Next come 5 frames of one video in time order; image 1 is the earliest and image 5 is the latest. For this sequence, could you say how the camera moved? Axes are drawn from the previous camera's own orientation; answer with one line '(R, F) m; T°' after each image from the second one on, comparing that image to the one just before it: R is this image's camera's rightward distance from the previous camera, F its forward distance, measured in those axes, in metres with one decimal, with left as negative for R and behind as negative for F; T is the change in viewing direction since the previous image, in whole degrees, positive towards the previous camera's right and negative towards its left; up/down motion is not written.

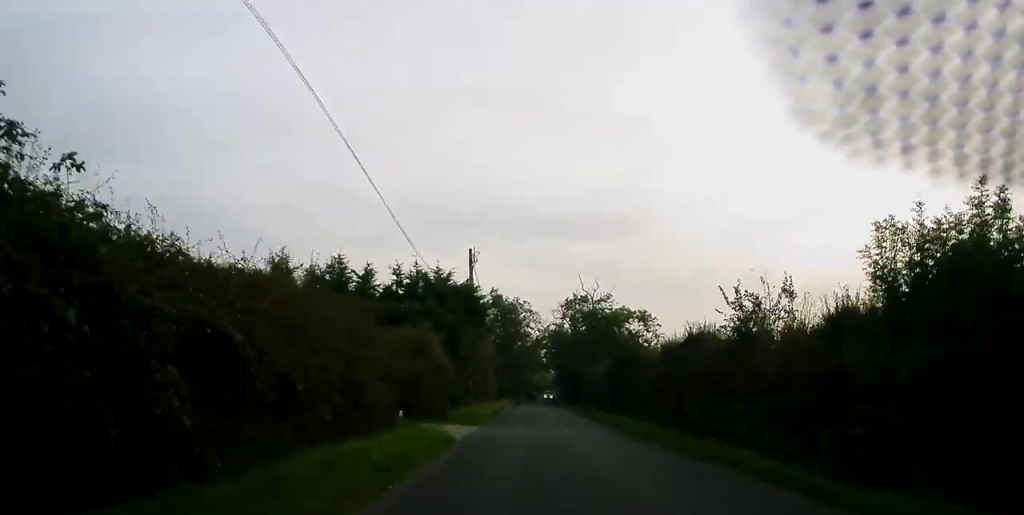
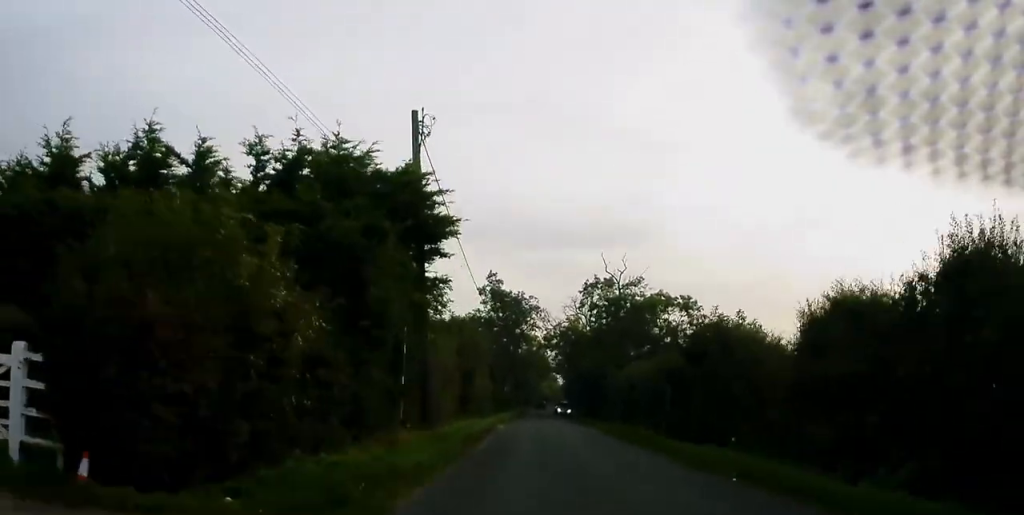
(+0.2, +21.6) m; +1°
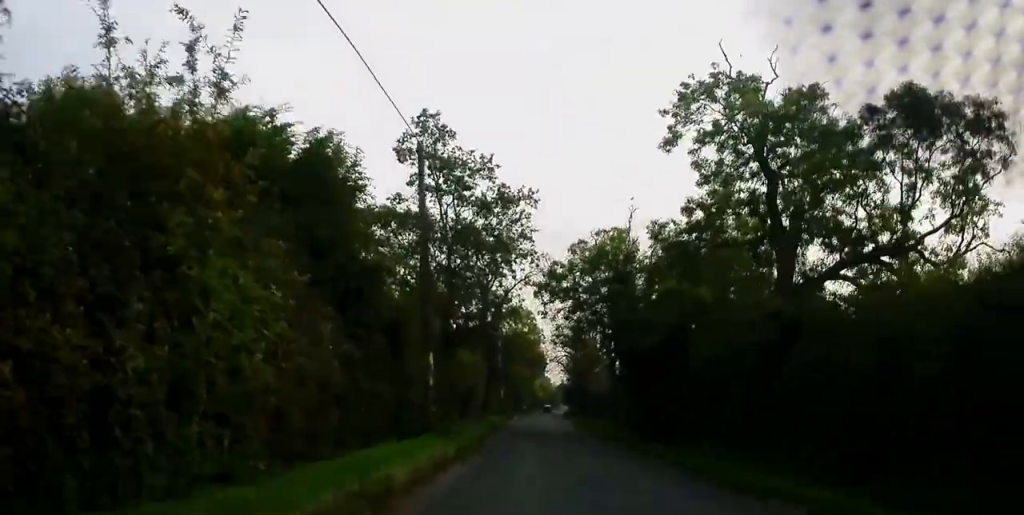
(0.0, +46.5) m; -1°
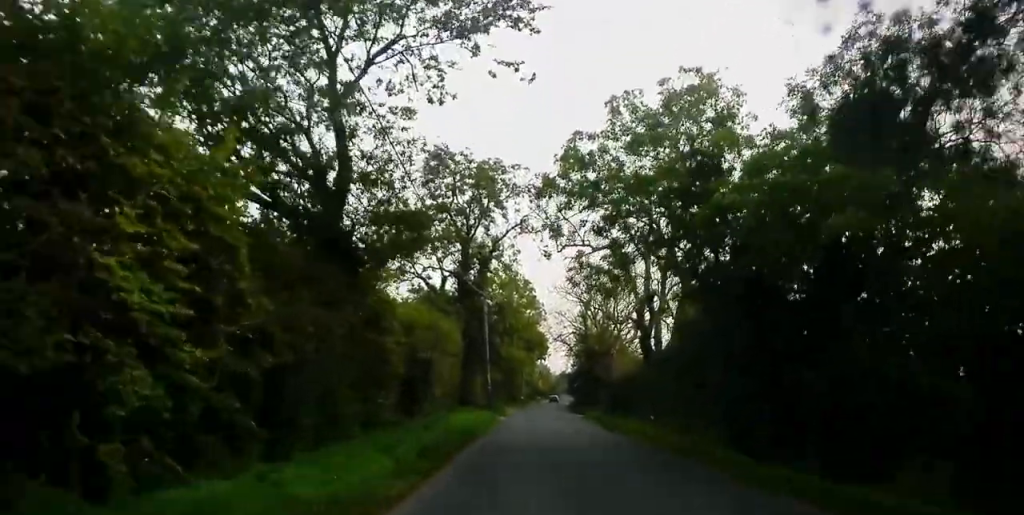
(0.0, +20.0) m; +1°
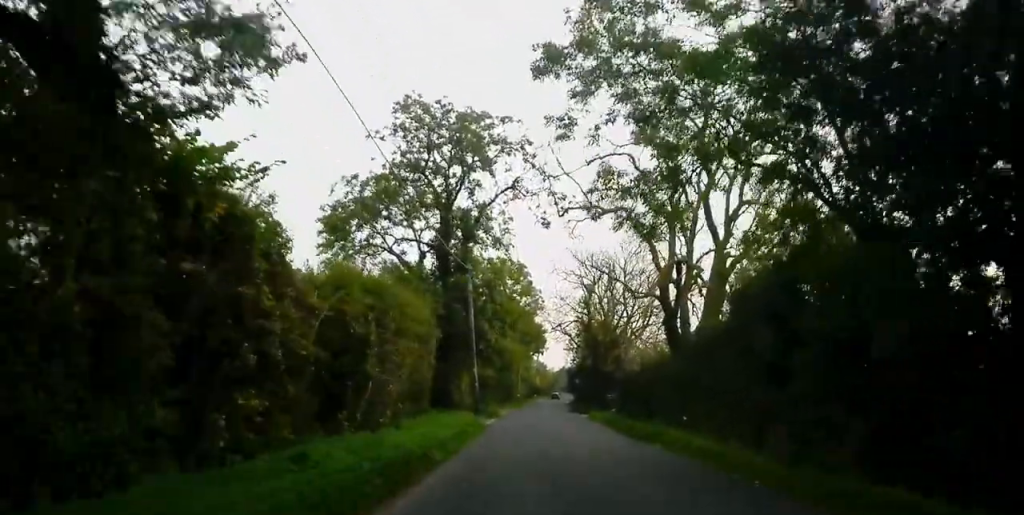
(+0.1, +9.5) m; +1°
